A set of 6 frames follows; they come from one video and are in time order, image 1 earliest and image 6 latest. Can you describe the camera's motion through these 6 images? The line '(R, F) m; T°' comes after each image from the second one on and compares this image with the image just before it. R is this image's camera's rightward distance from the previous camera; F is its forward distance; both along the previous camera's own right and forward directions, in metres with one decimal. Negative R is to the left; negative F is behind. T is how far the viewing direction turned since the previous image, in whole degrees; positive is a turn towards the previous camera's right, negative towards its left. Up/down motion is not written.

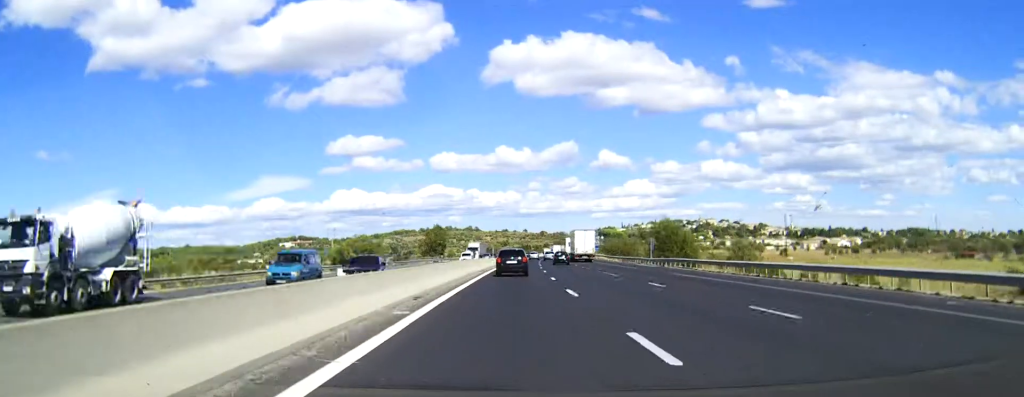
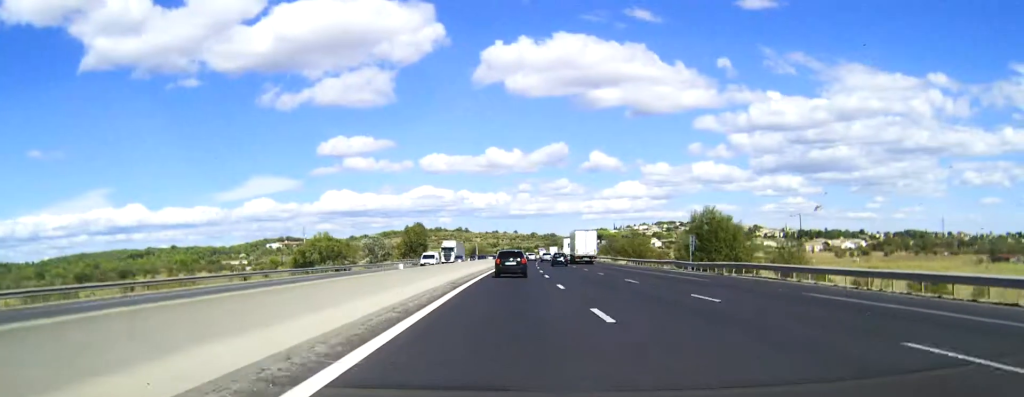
(+0.1, +20.0) m; +1°
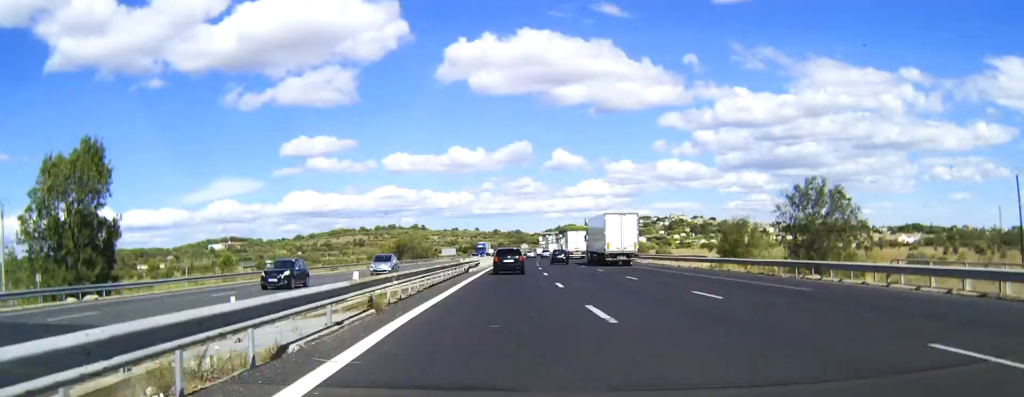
(+3.2, +117.3) m; +3°
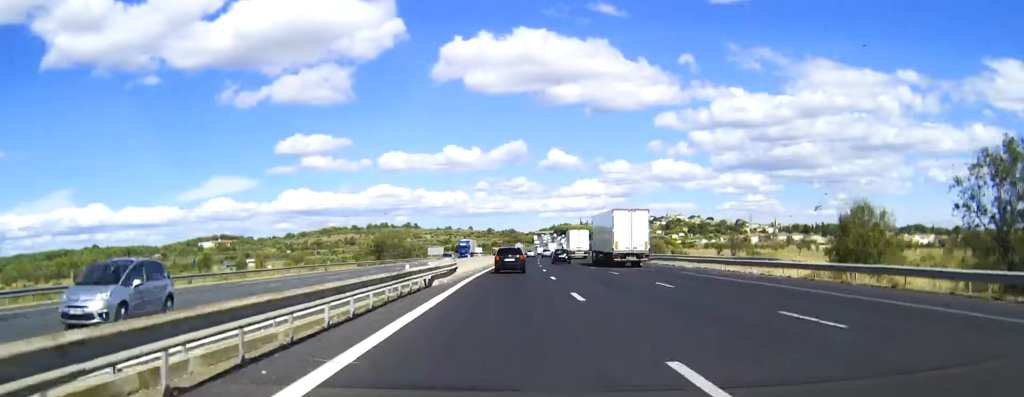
(0.0, +20.3) m; 0°
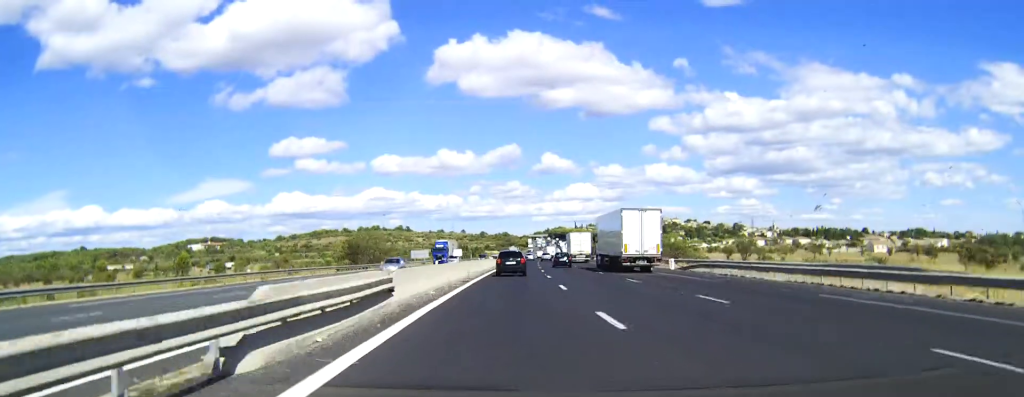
(+0.1, +19.2) m; +1°
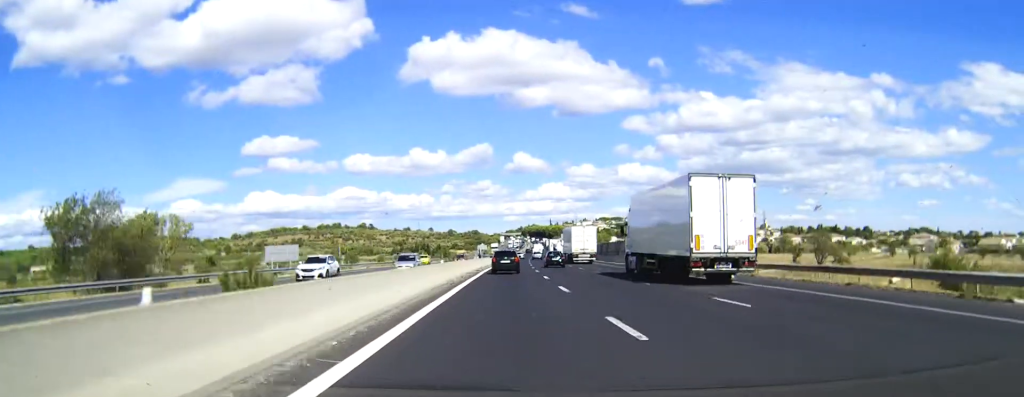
(+1.9, +79.8) m; +3°
